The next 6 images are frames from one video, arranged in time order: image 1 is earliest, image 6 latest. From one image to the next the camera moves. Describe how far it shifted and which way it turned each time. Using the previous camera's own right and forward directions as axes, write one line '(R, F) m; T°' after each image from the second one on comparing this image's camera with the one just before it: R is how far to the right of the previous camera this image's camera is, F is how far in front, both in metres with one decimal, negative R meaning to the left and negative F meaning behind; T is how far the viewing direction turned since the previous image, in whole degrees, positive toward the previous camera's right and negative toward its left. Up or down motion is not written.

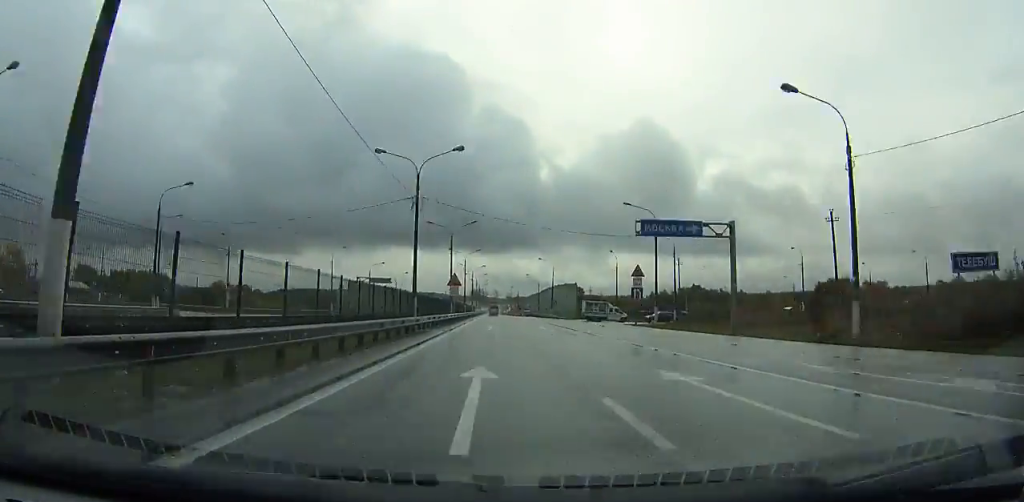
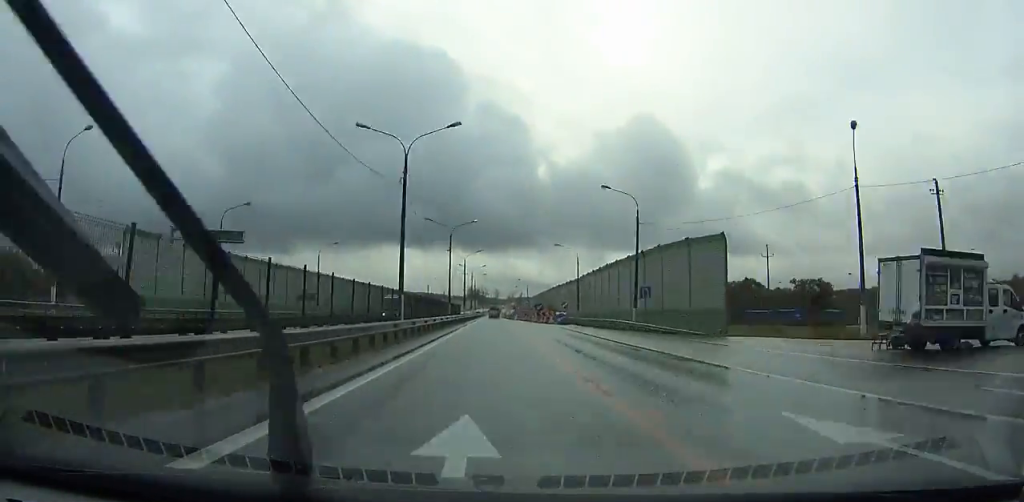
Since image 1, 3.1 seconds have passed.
(+1.3, +72.0) m; +1°
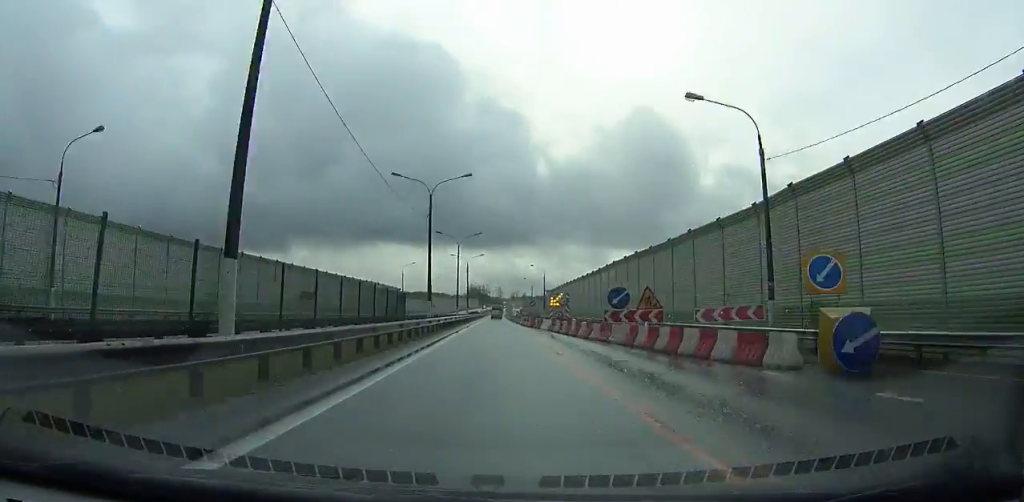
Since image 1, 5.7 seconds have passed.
(-0.4, +53.6) m; -1°
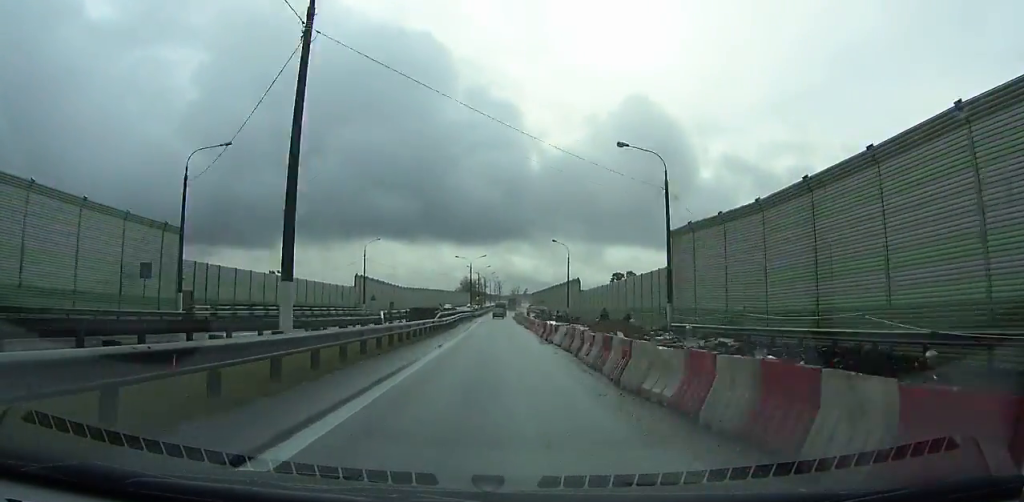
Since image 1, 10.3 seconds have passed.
(-0.9, +88.1) m; 0°
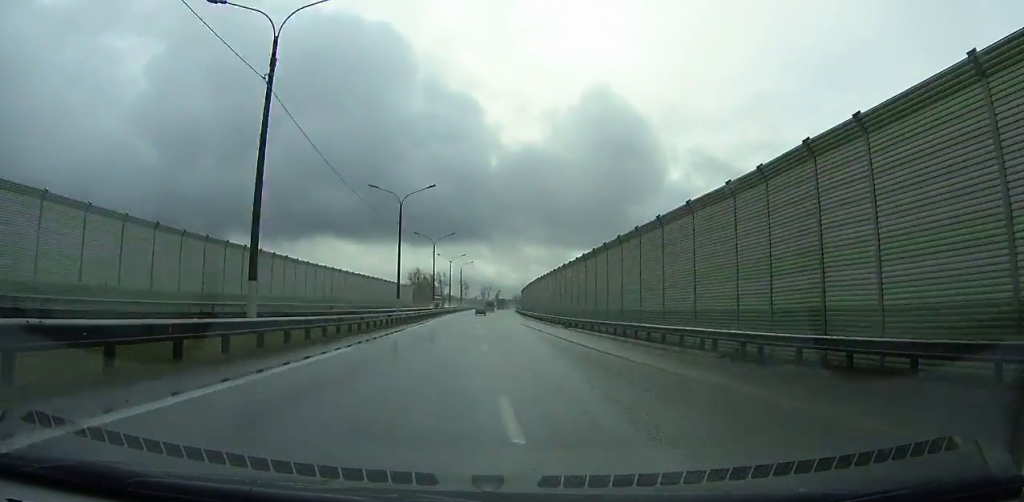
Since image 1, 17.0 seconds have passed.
(+2.0, +124.0) m; +2°
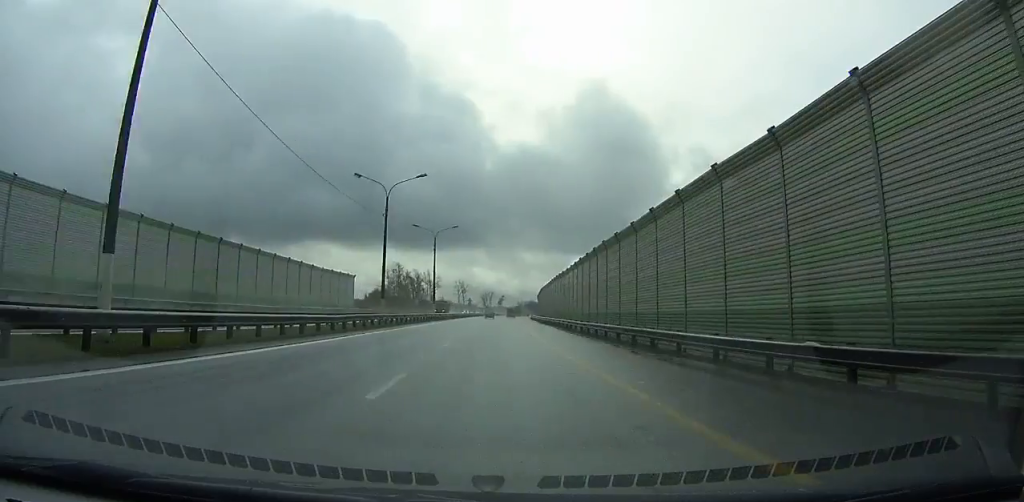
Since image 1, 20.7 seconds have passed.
(+0.7, +70.6) m; +1°
